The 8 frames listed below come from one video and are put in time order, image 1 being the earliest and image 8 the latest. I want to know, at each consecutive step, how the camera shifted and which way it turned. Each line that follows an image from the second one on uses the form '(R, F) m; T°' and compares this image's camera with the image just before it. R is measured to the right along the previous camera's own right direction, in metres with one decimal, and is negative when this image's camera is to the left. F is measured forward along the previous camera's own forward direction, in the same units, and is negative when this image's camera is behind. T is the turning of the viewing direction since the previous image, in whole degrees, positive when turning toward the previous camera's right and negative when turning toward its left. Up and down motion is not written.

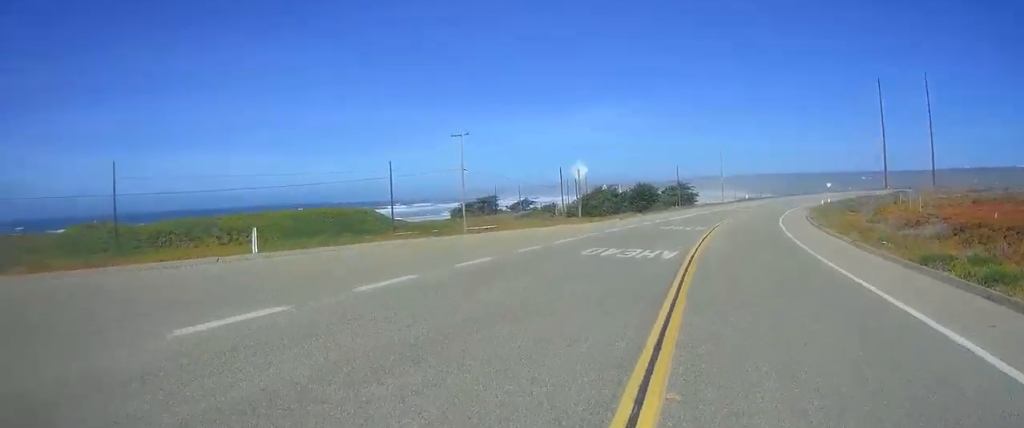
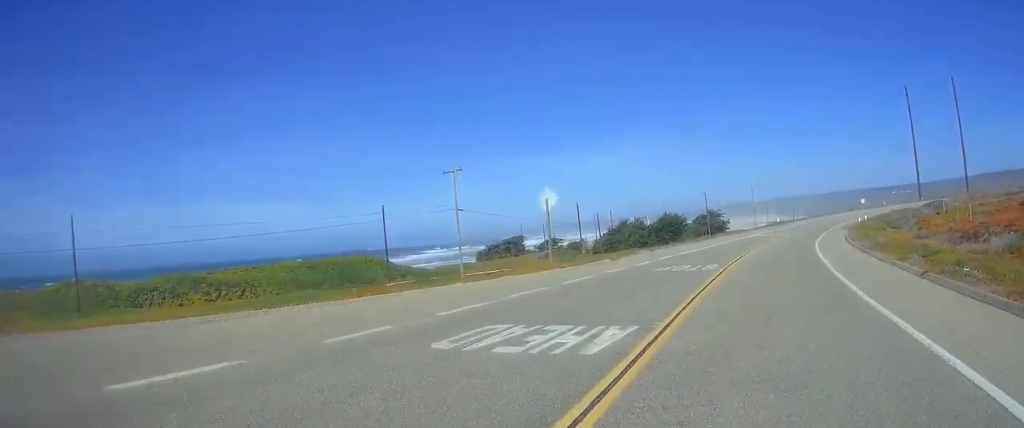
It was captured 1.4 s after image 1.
(-1.3, +8.7) m; -10°
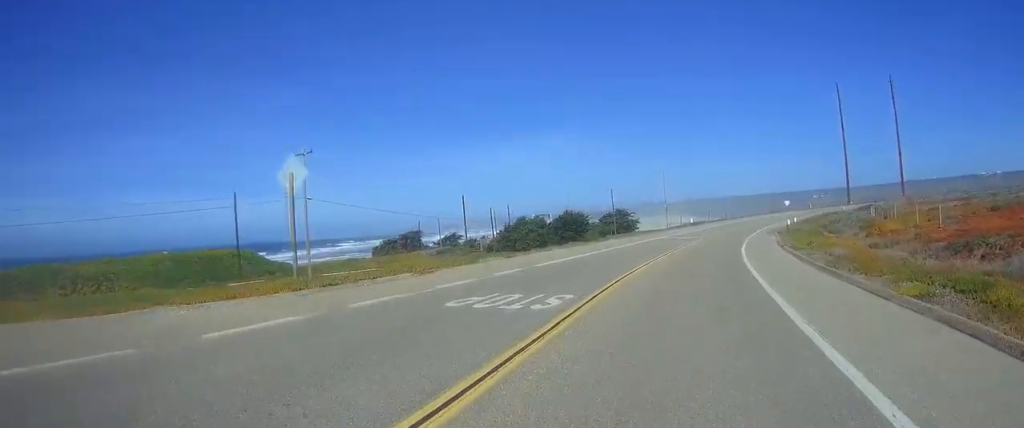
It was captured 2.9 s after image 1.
(+0.4, +11.3) m; +3°
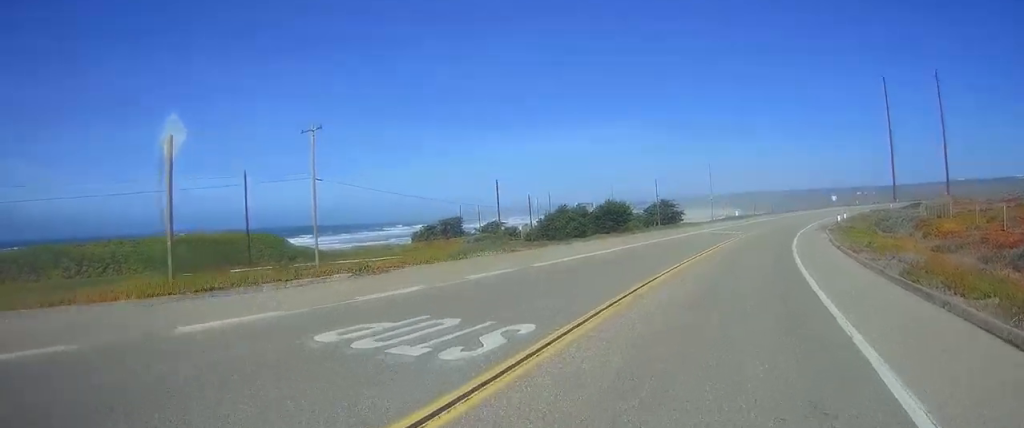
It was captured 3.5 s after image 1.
(+0.1, +5.2) m; 0°
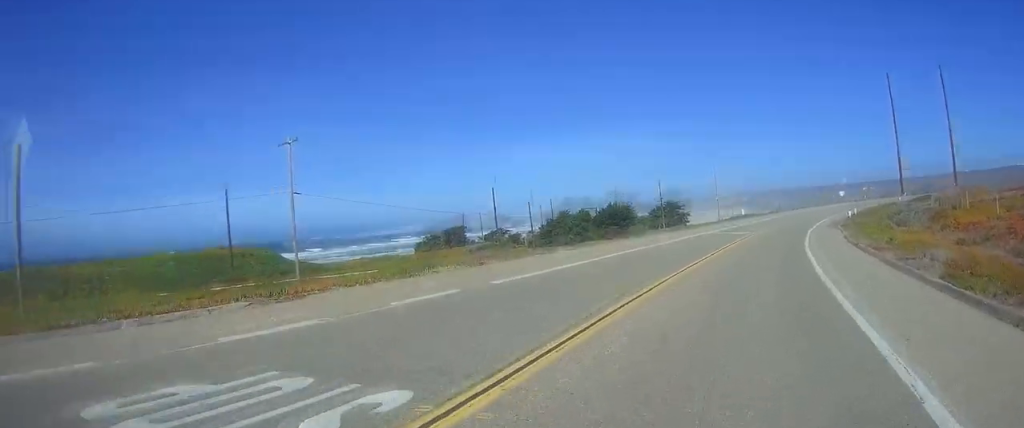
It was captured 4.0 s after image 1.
(-0.1, +3.5) m; 0°
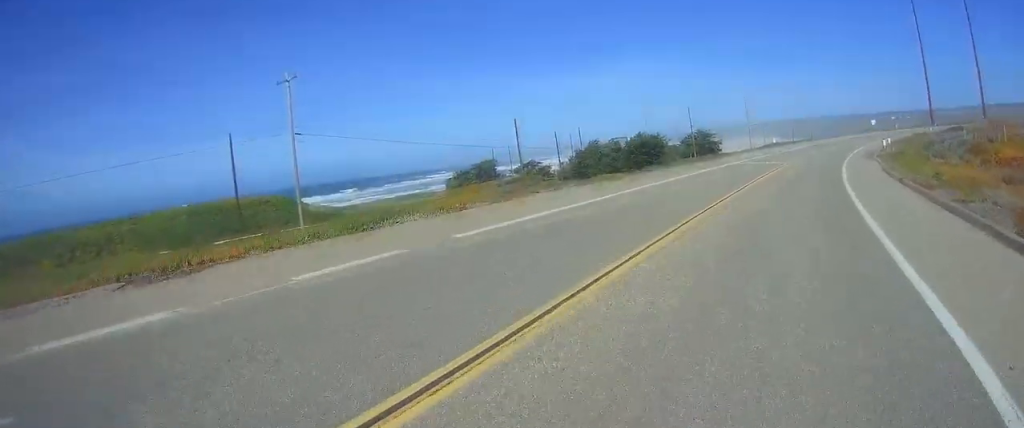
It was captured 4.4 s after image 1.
(-0.1, +3.5) m; 0°
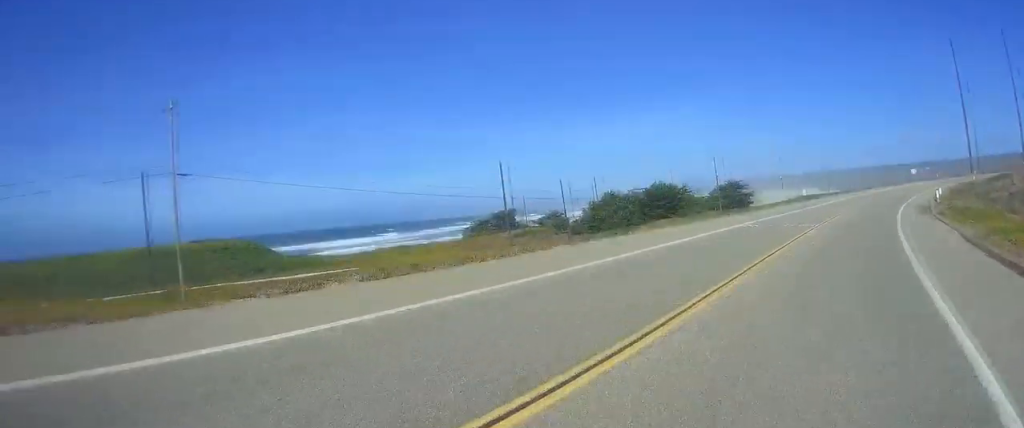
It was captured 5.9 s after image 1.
(+0.2, +13.4) m; 0°
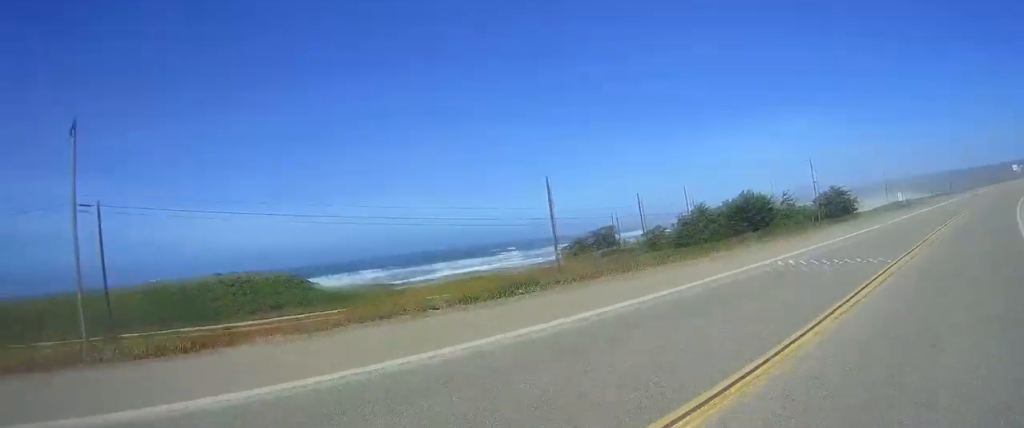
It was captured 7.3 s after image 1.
(-0.2, +12.9) m; +4°
